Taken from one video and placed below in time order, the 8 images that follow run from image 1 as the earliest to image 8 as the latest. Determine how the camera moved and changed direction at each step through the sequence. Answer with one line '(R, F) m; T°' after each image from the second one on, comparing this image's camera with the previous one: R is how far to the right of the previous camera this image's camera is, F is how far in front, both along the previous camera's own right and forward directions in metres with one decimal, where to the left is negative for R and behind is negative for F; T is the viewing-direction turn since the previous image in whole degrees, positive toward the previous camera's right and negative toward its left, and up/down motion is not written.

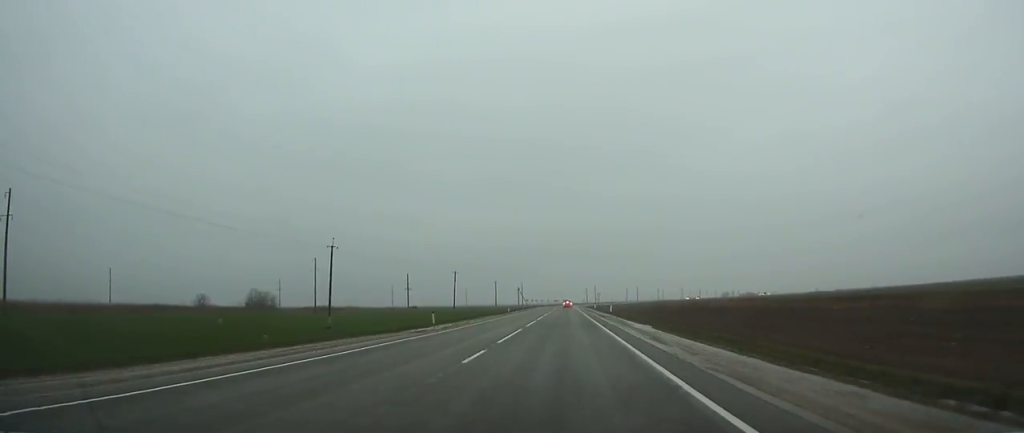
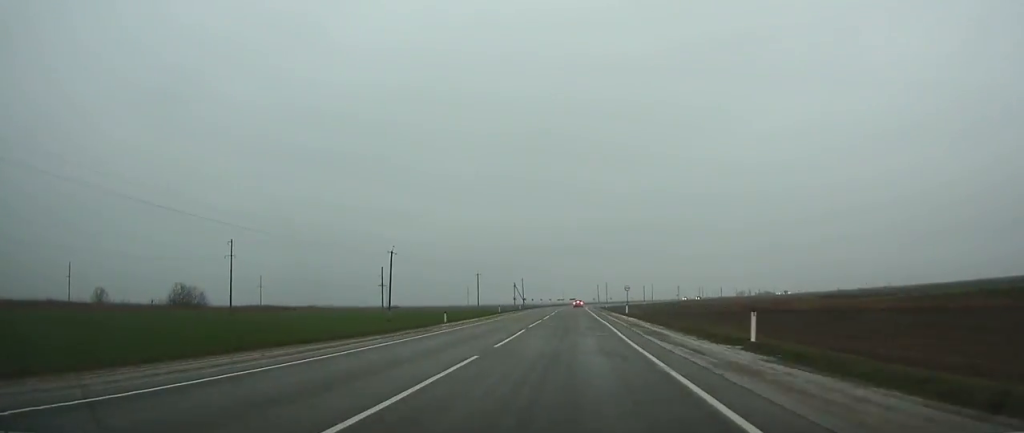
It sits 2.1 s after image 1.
(-0.3, +49.4) m; 0°
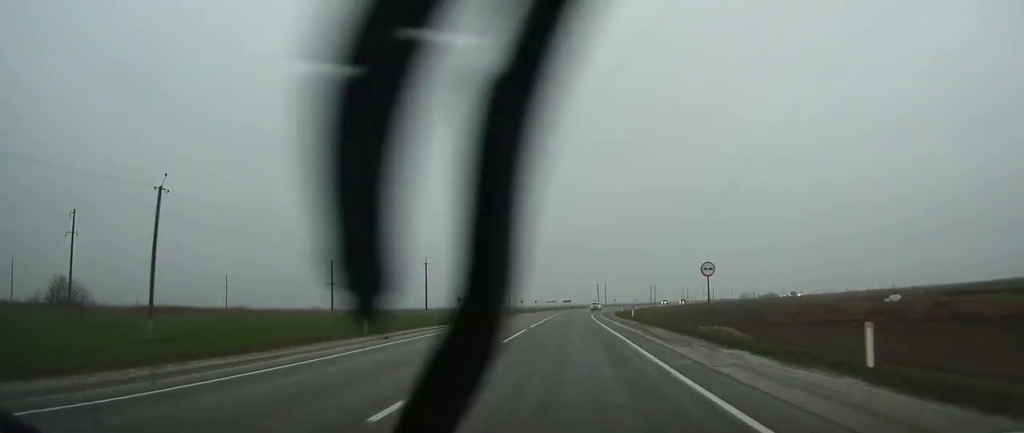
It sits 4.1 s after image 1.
(+0.1, +45.6) m; +1°
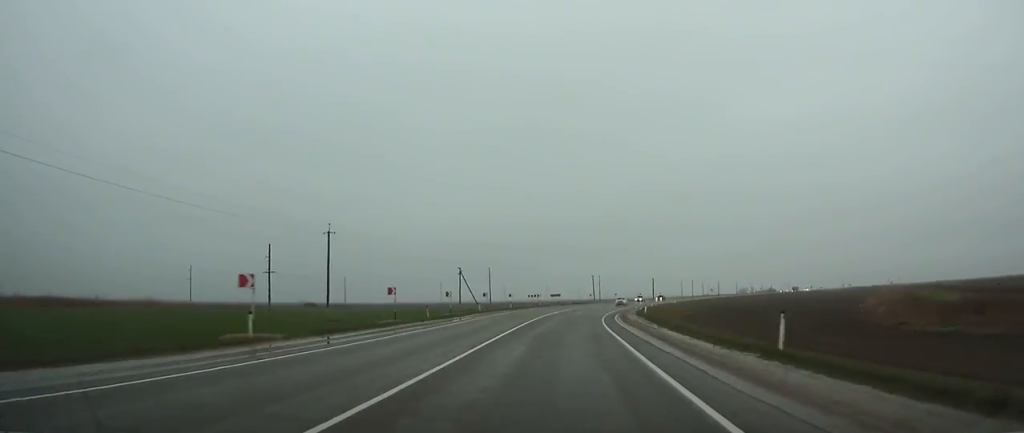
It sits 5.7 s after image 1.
(+0.4, +35.9) m; +2°
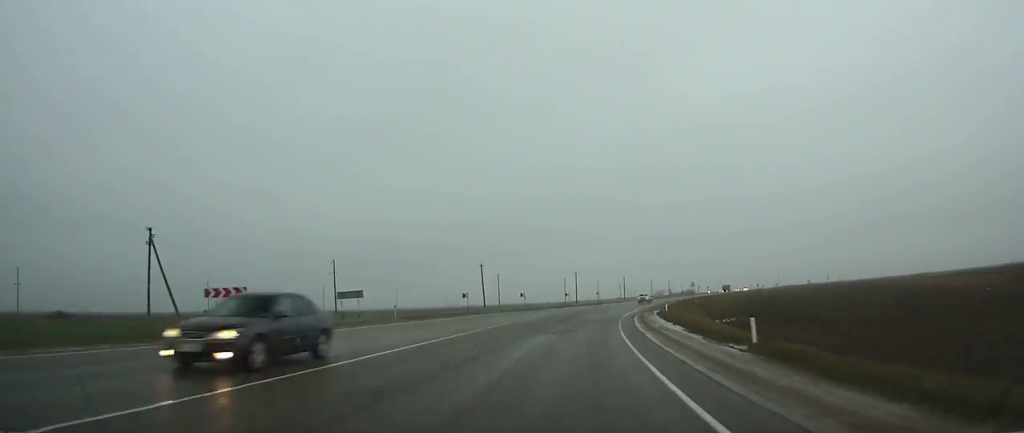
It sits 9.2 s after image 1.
(+5.9, +76.2) m; +10°
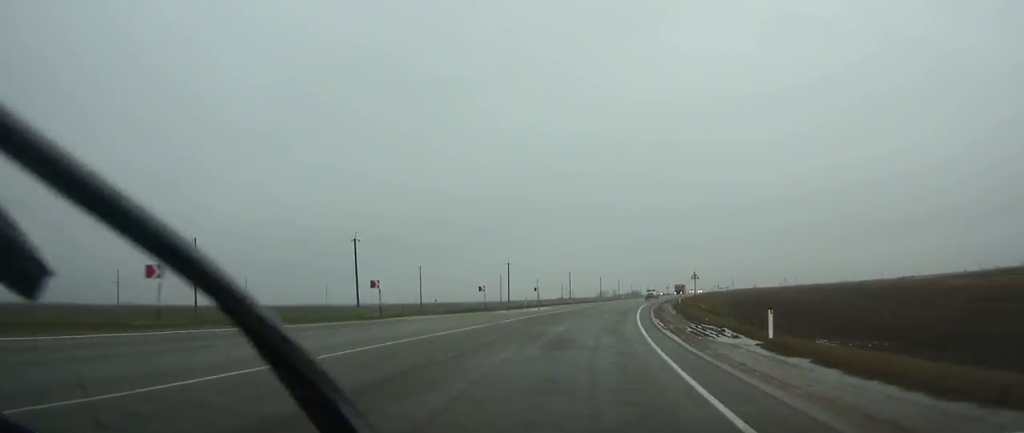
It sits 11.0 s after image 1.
(+2.2, +39.2) m; +6°
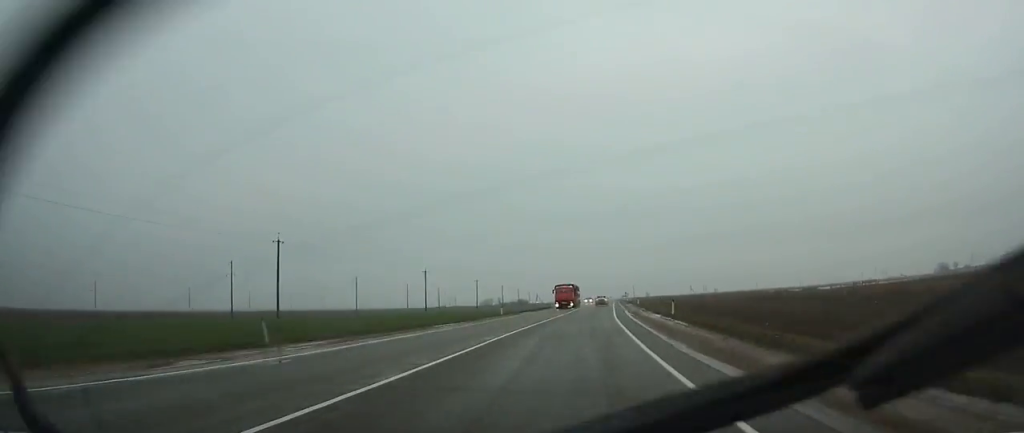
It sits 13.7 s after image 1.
(+4.8, +59.0) m; +8°
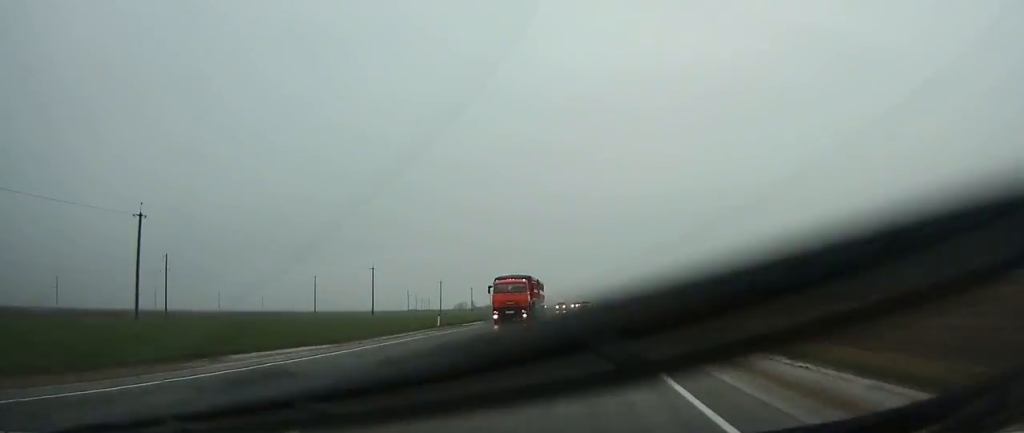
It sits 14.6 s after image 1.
(+0.4, +18.7) m; +1°
